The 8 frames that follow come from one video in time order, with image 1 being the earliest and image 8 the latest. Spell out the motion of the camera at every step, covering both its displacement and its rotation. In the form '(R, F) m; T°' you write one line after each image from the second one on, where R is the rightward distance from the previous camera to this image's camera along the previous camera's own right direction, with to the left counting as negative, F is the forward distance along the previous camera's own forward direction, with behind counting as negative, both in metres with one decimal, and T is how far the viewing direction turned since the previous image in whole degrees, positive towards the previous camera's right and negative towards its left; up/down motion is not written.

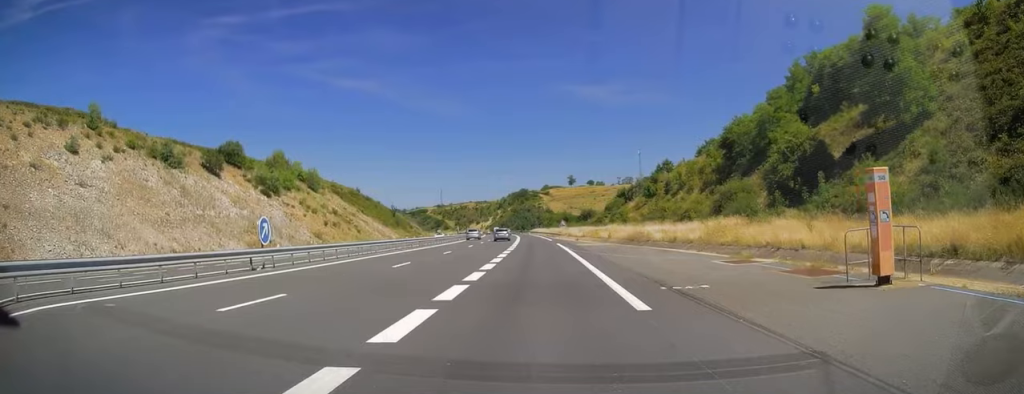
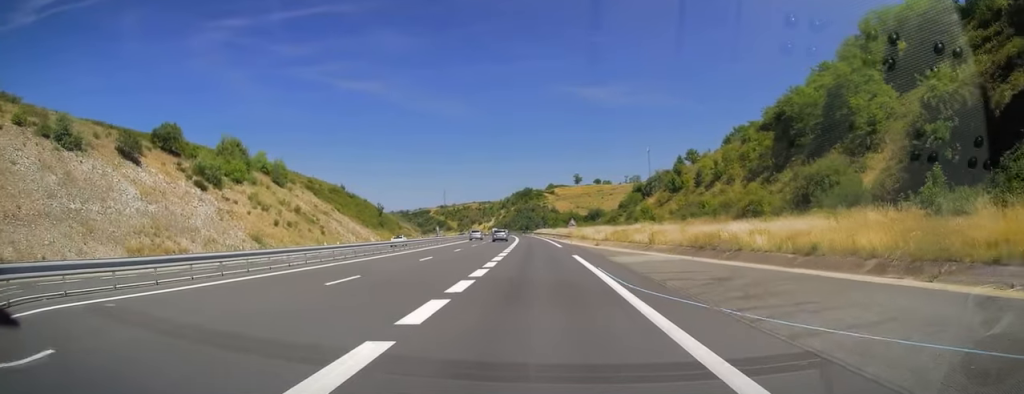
(+0.1, +20.5) m; -1°
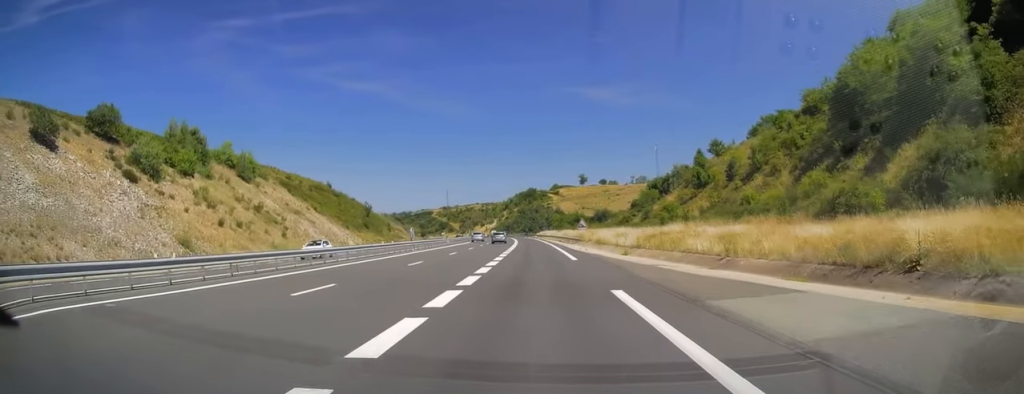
(-0.1, +15.3) m; -1°
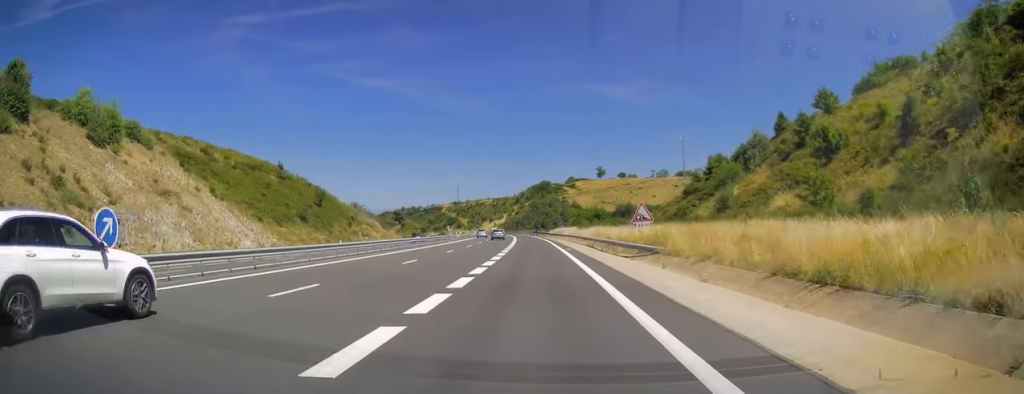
(-0.8, +40.2) m; -2°
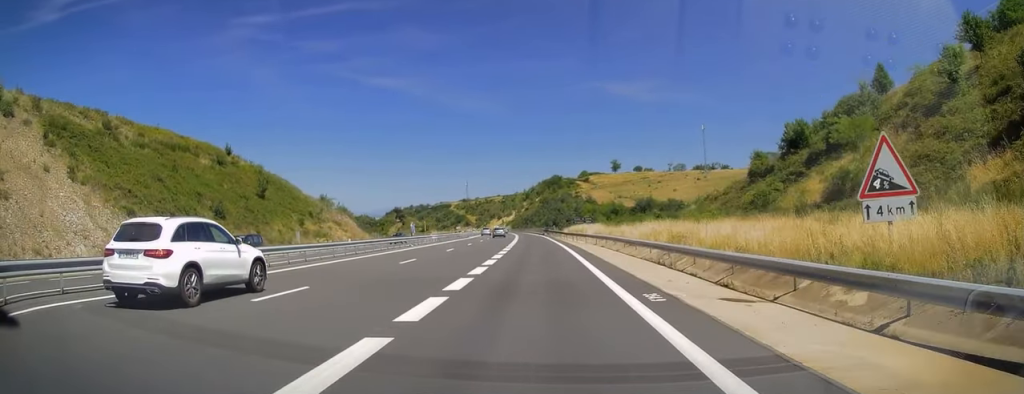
(-0.2, +27.1) m; 0°
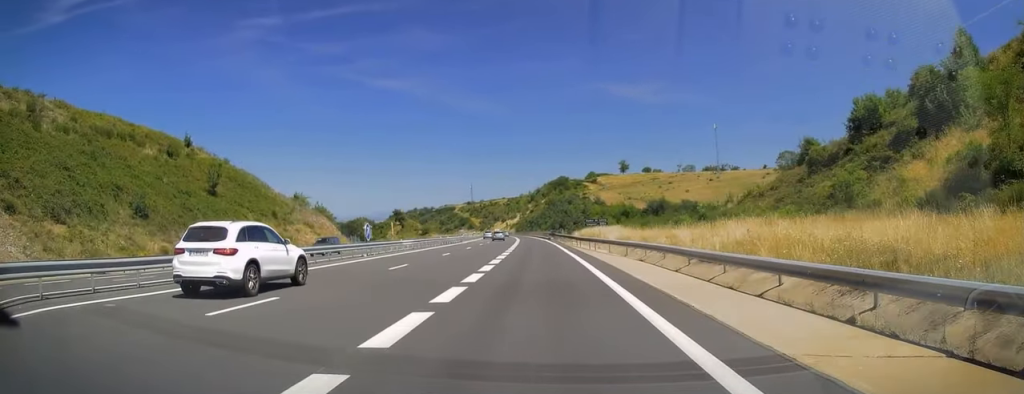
(0.0, +14.9) m; 0°
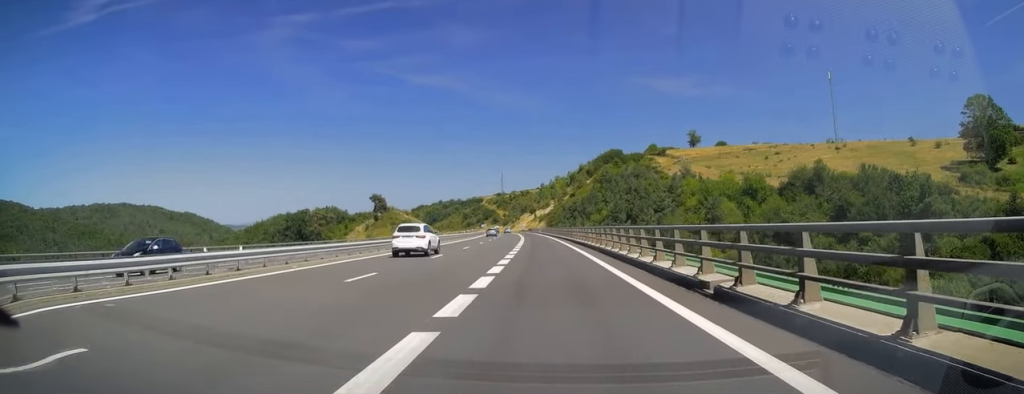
(-4.8, +111.3) m; -4°
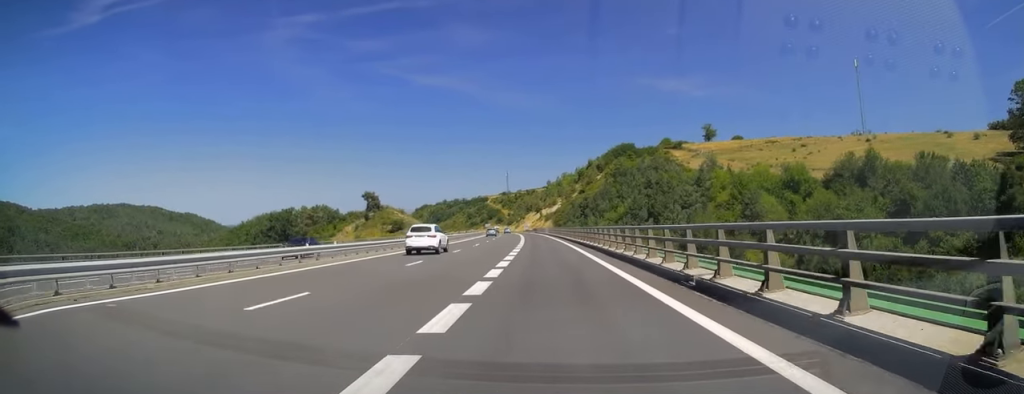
(-0.2, +18.9) m; 0°
